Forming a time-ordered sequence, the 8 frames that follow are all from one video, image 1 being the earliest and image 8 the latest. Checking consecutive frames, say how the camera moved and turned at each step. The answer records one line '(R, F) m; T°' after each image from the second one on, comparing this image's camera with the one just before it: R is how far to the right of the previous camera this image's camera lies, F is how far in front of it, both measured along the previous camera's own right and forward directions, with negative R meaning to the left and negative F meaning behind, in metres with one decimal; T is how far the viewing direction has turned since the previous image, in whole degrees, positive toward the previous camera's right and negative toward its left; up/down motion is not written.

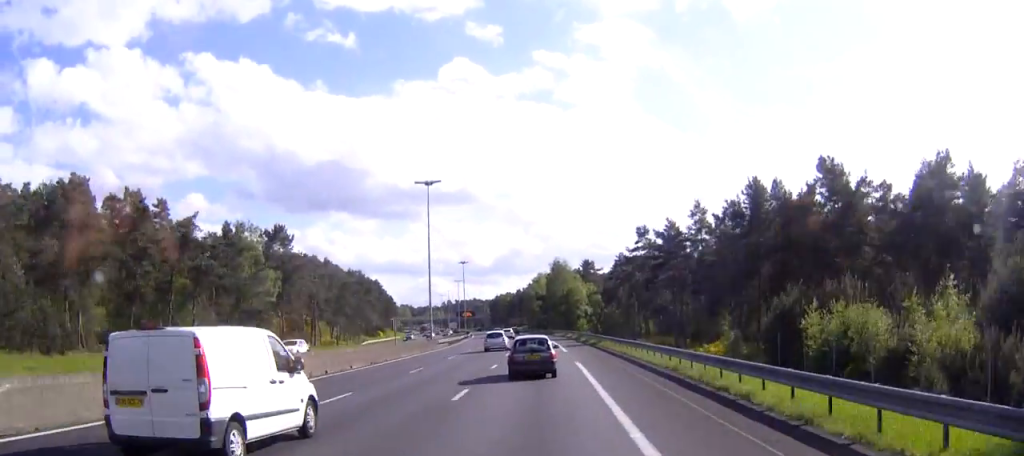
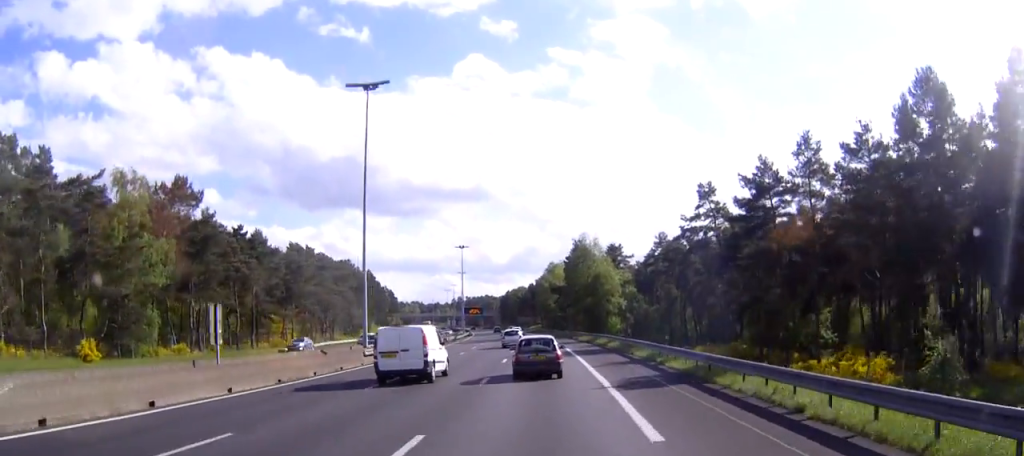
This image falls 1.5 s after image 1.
(-0.5, +35.2) m; -1°
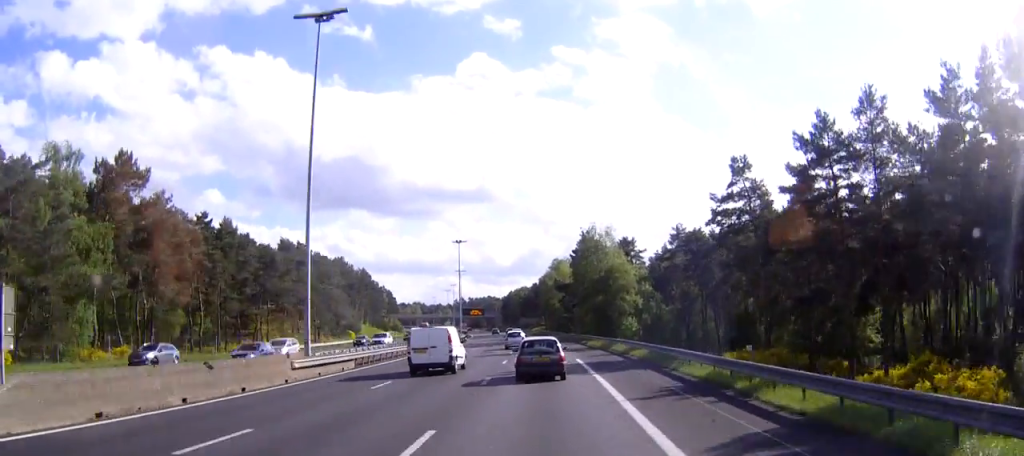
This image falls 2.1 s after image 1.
(0.0, +12.3) m; 0°
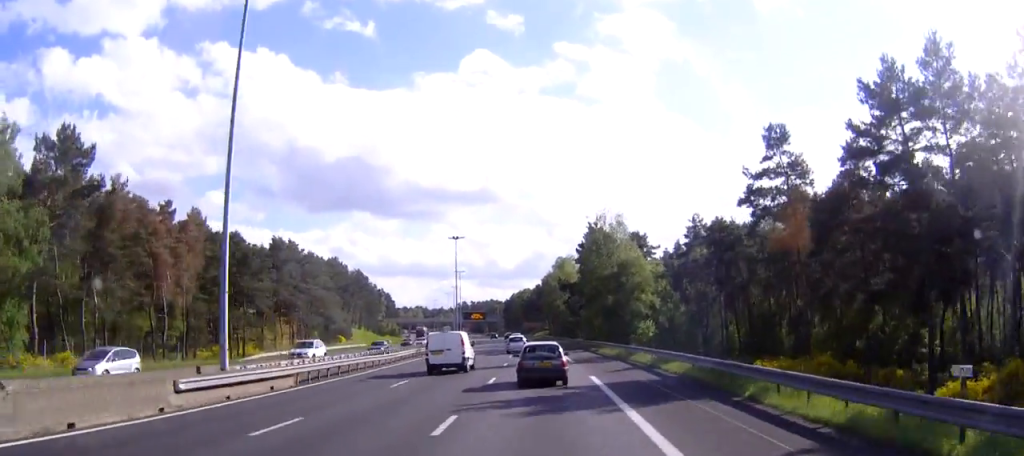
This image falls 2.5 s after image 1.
(0.0, +10.0) m; 0°
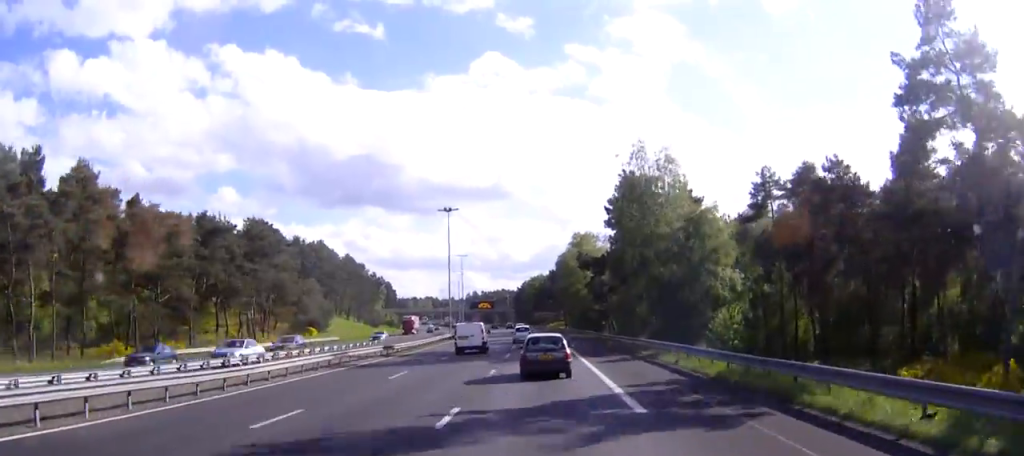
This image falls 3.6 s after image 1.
(-0.2, +26.2) m; -1°
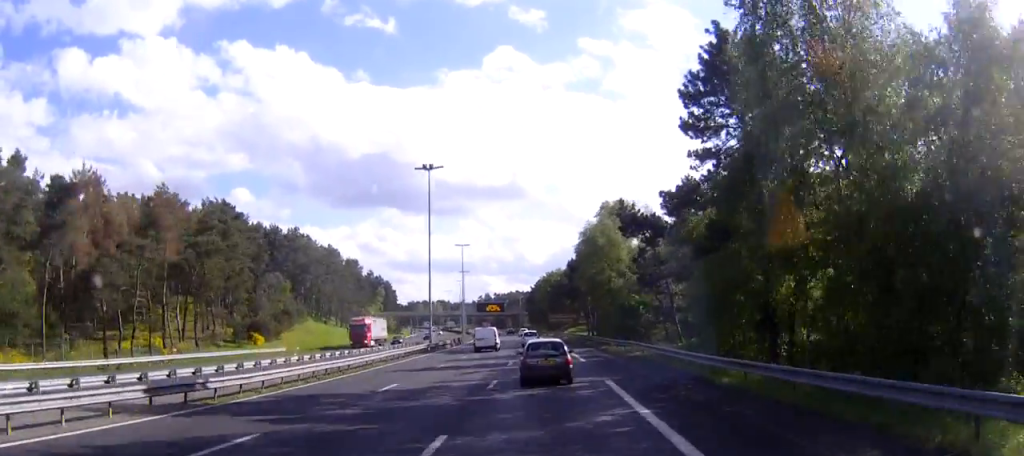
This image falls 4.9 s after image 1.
(-0.3, +29.4) m; -1°
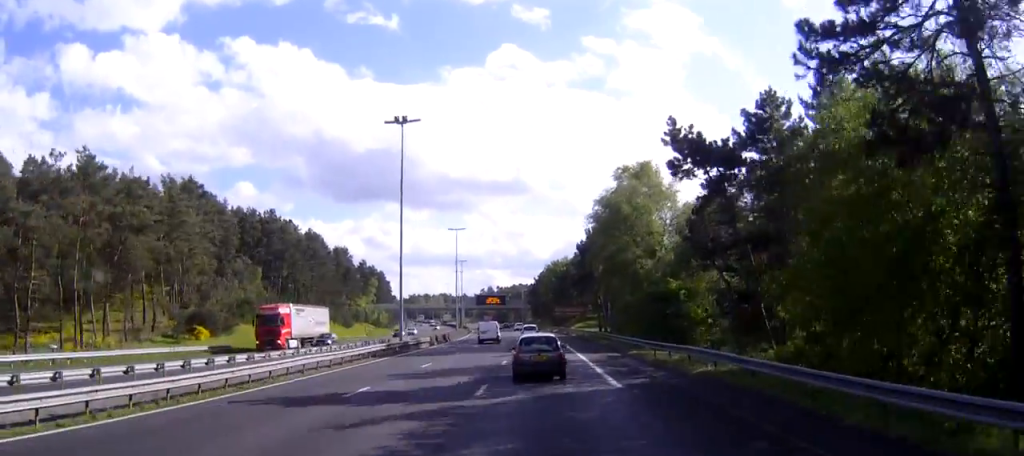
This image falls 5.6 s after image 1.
(0.0, +17.0) m; -1°
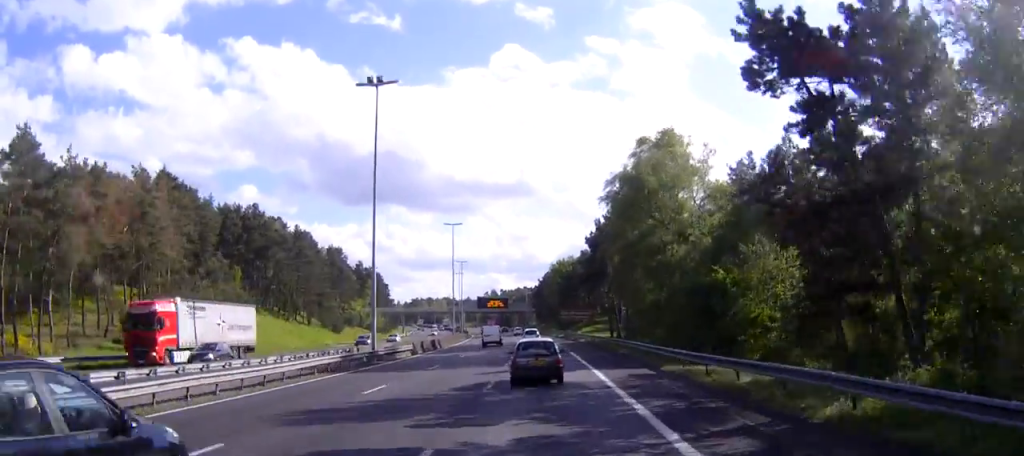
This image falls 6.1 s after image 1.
(-0.1, +10.8) m; 0°
